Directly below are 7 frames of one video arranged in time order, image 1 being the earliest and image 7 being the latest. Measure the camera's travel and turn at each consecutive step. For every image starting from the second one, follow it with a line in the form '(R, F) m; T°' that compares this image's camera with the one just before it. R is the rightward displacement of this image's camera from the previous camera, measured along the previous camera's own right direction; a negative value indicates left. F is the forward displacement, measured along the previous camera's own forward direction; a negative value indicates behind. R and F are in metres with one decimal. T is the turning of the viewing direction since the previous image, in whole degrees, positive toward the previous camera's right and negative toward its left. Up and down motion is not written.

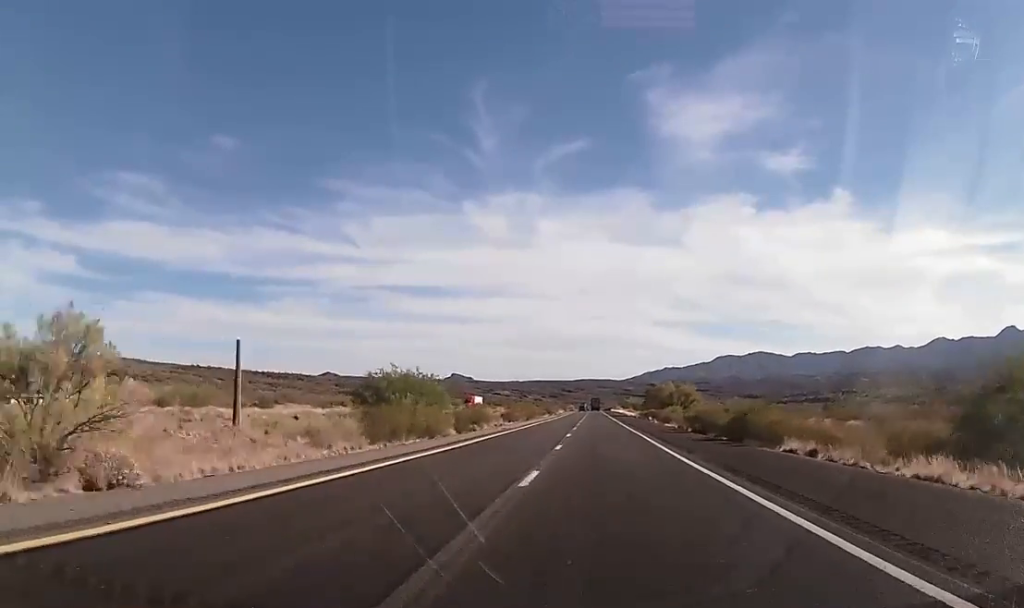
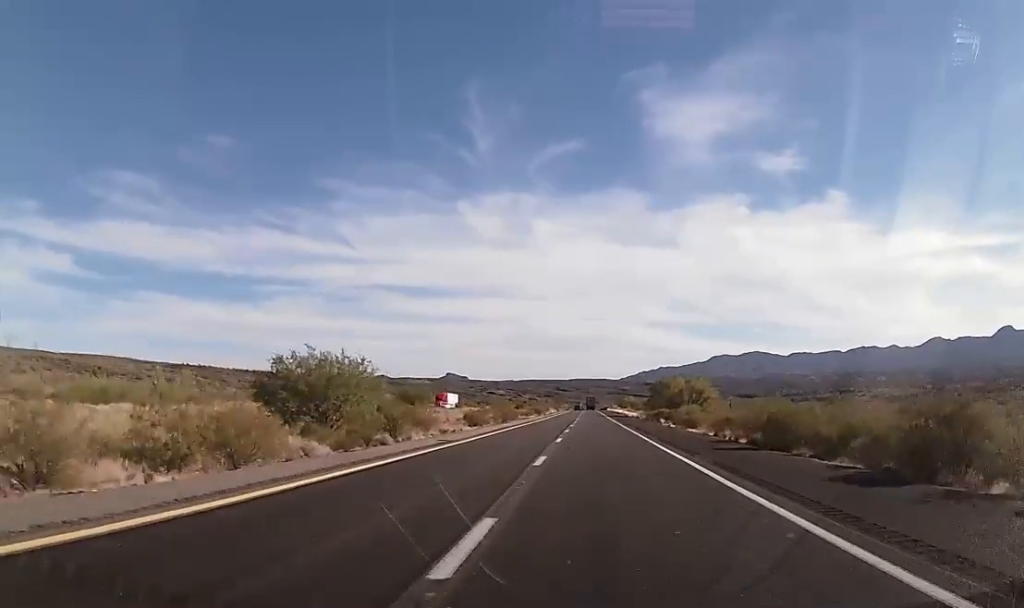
(+0.1, +19.8) m; 0°
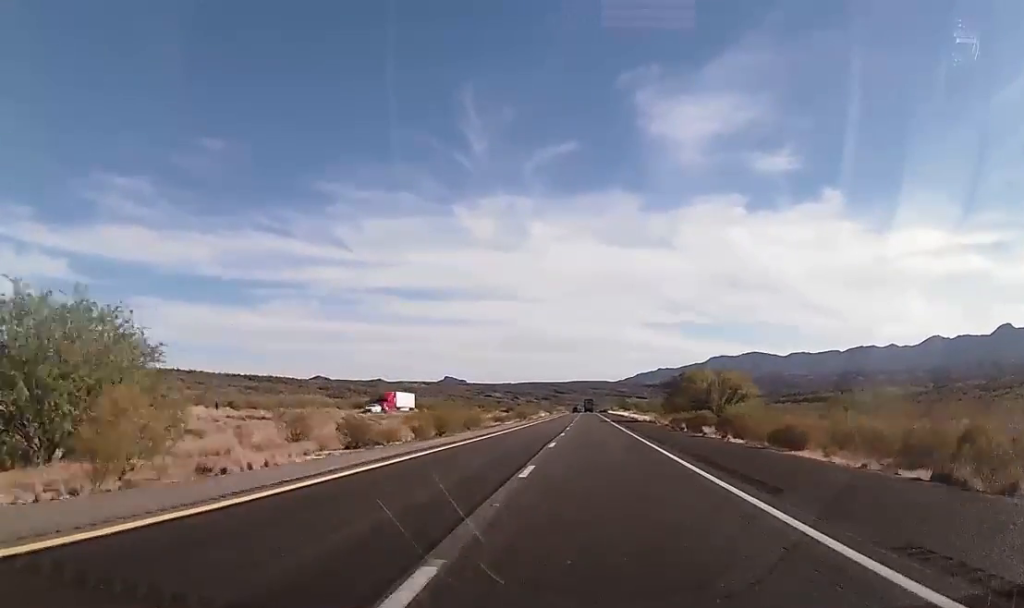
(-0.2, +27.4) m; 0°
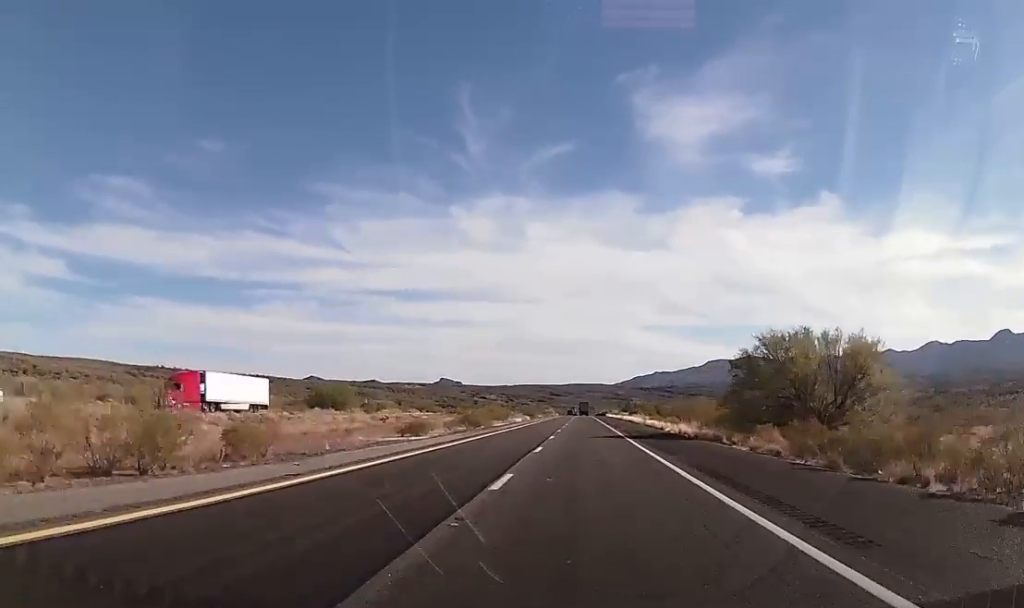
(-0.1, +39.0) m; 0°
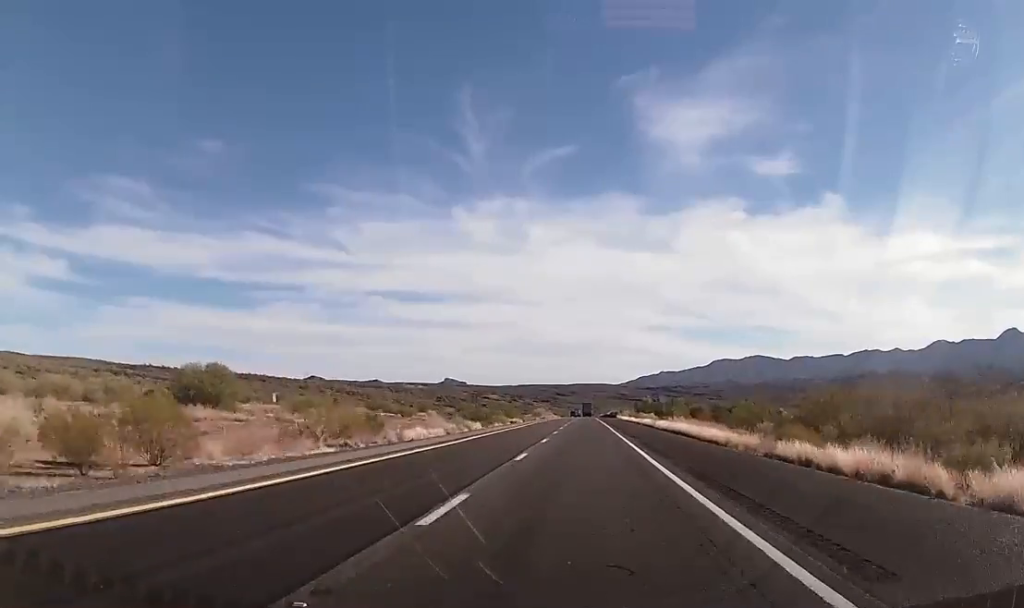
(+0.9, +51.5) m; +1°
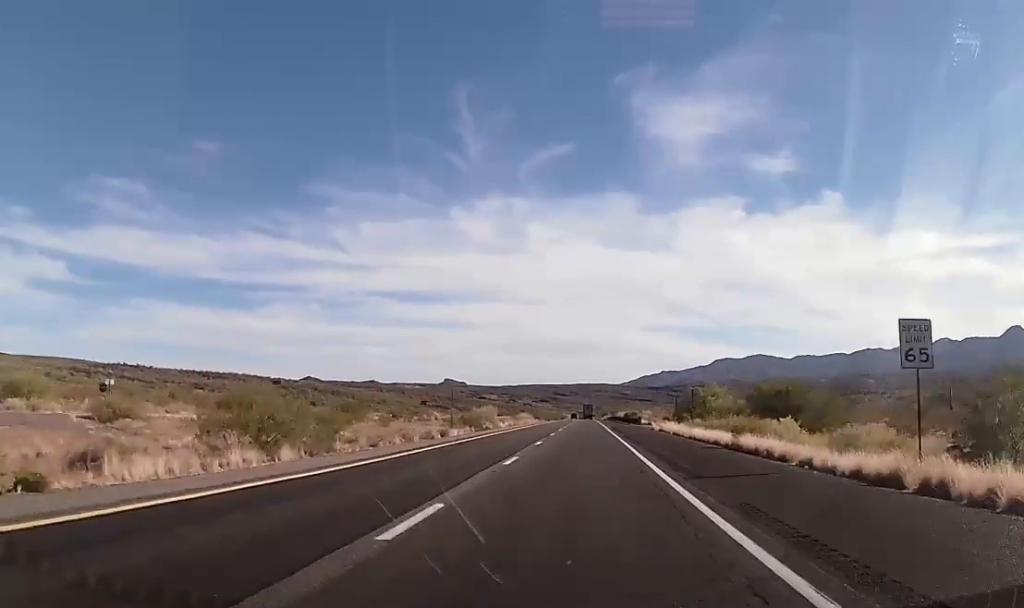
(-0.8, +74.1) m; 0°
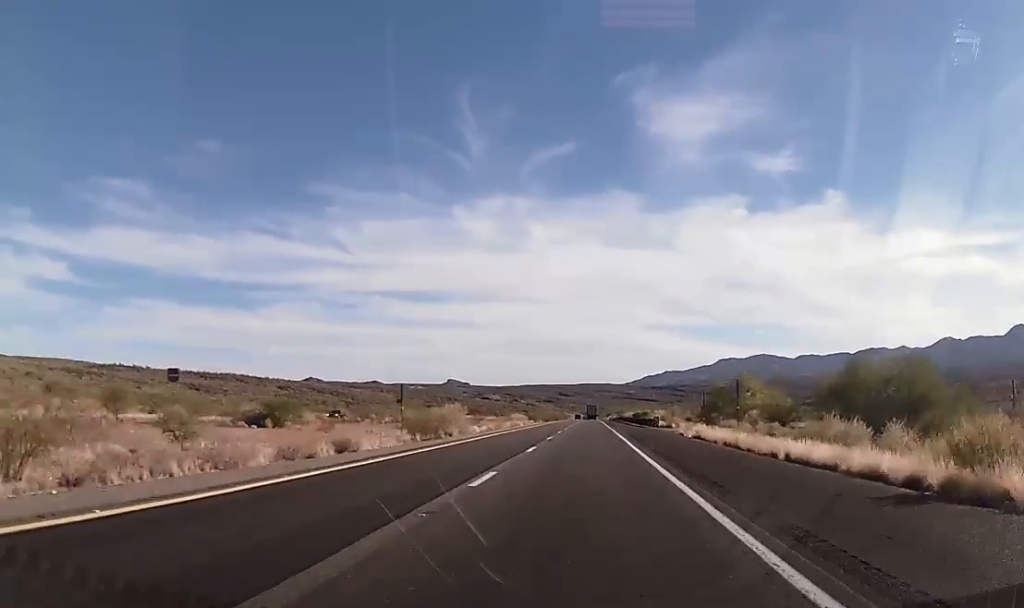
(0.0, +18.3) m; 0°
